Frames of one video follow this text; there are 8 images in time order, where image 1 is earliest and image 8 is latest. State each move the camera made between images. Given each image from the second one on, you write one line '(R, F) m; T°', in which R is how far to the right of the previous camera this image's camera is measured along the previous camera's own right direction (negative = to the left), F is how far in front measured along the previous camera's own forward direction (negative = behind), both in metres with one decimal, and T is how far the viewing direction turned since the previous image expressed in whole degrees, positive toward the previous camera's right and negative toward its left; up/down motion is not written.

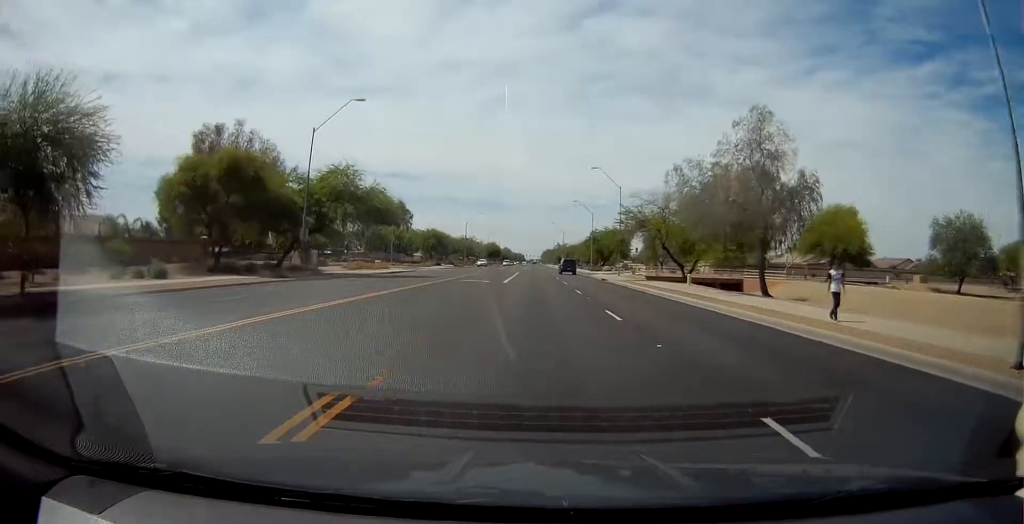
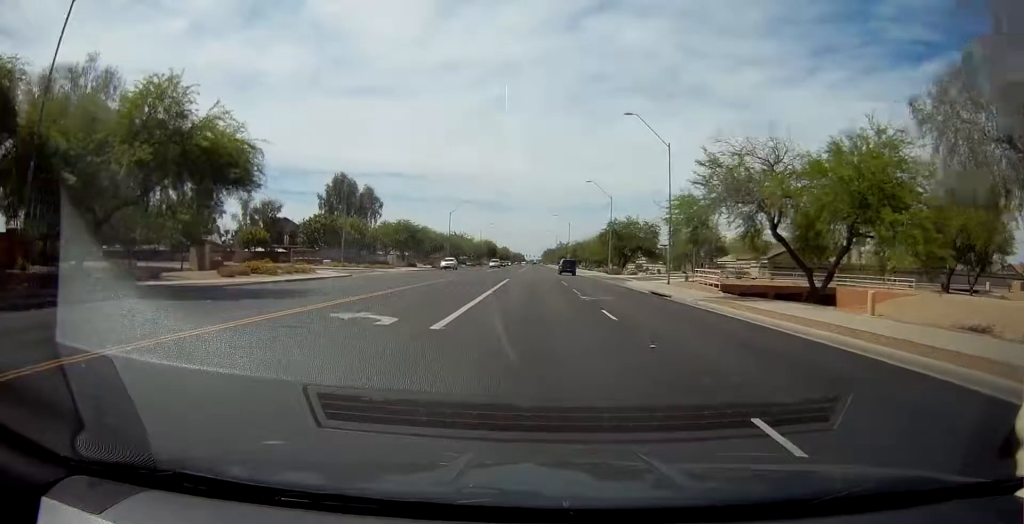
(-0.3, +24.7) m; -2°
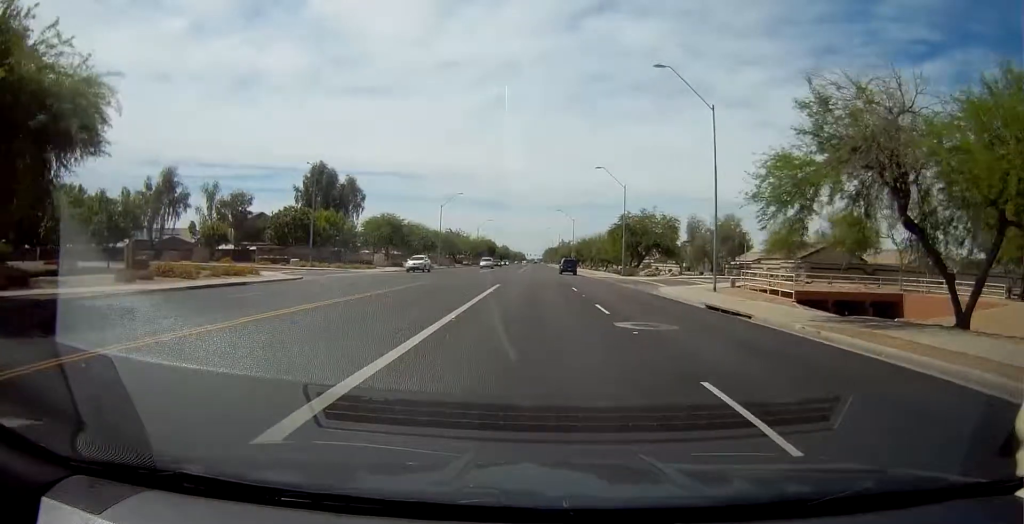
(-0.1, +10.8) m; 0°
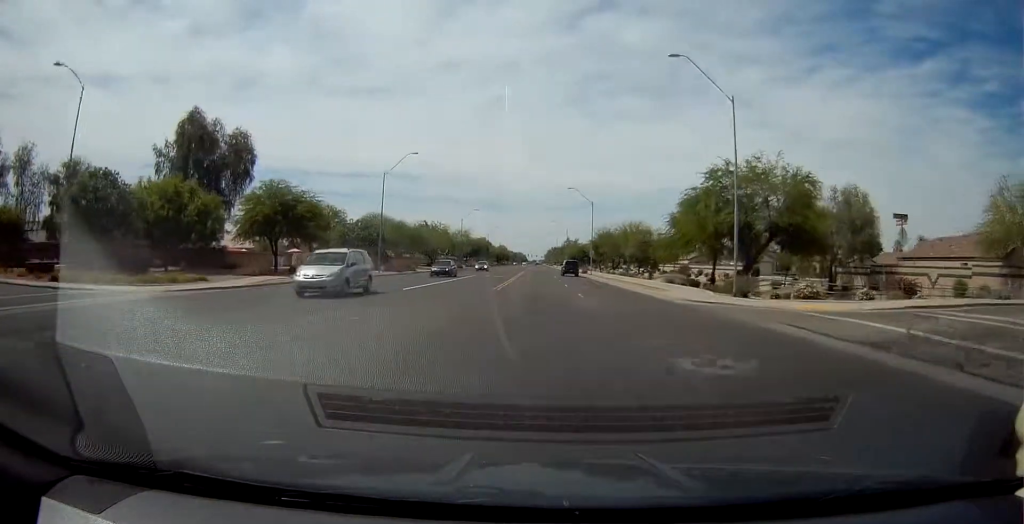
(0.0, +36.9) m; 0°
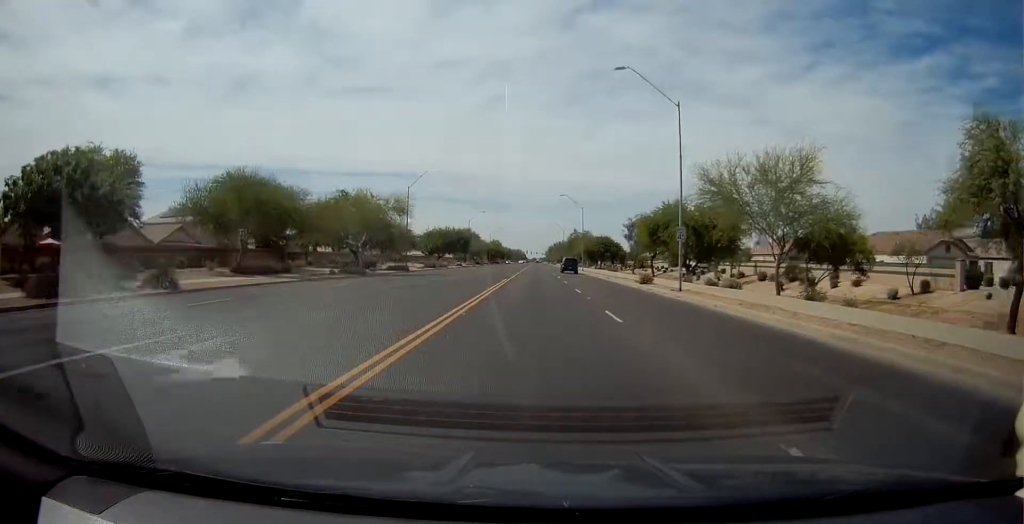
(0.0, +49.7) m; 0°
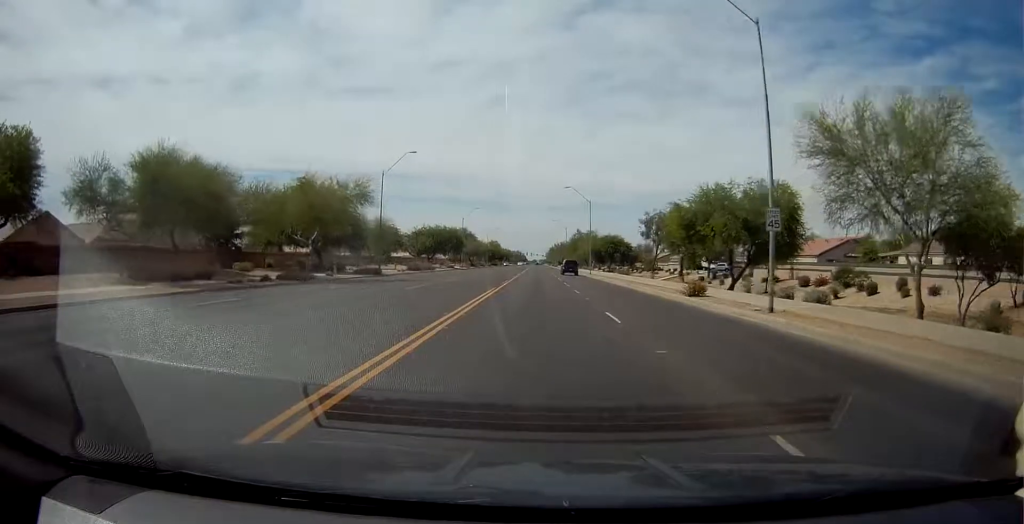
(0.0, +12.2) m; 0°
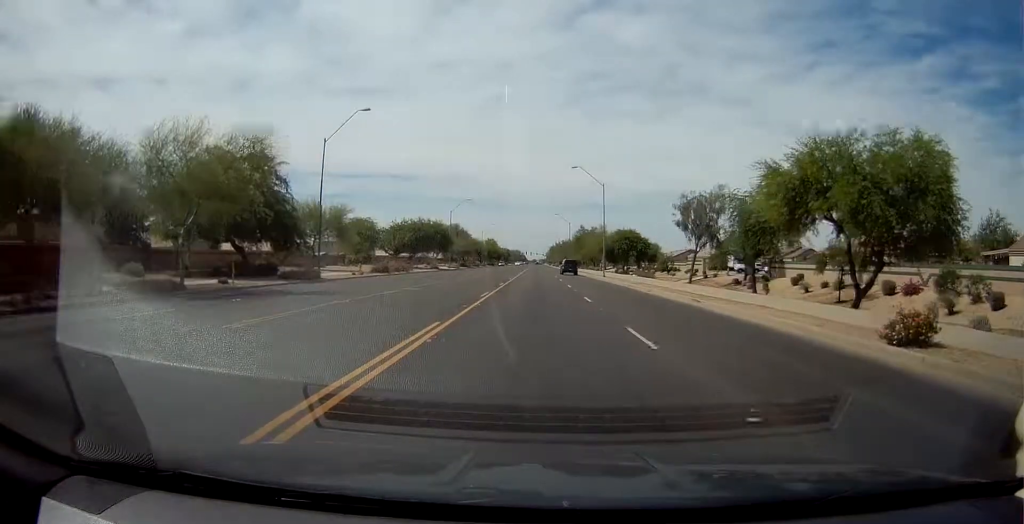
(0.0, +16.4) m; 0°
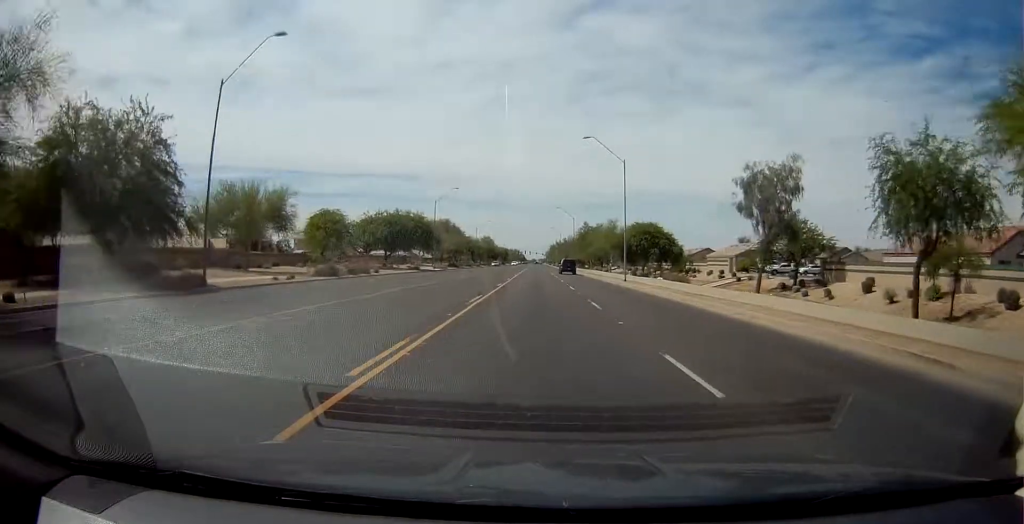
(0.0, +15.3) m; 0°
